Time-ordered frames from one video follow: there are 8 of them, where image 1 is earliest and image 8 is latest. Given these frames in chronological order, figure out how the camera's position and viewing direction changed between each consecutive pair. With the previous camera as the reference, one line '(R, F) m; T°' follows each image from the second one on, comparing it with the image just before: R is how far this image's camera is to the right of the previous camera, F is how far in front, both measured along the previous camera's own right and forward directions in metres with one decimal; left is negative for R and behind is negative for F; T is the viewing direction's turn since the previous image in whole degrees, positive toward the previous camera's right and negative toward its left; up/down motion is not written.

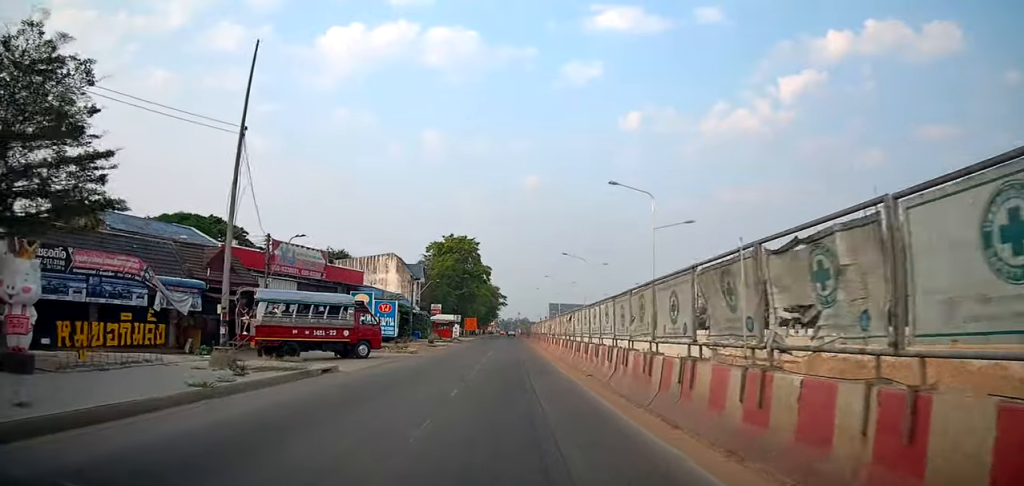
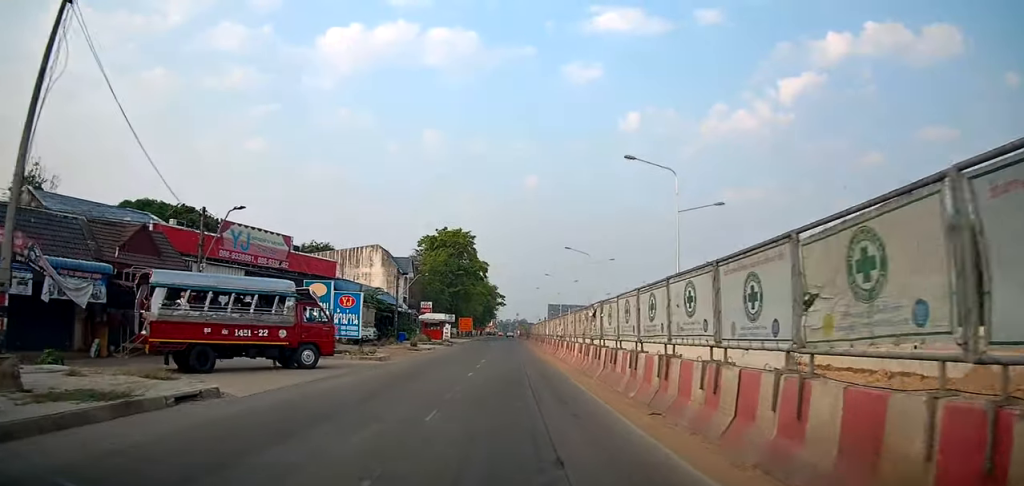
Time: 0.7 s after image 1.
(0.0, +6.8) m; +2°
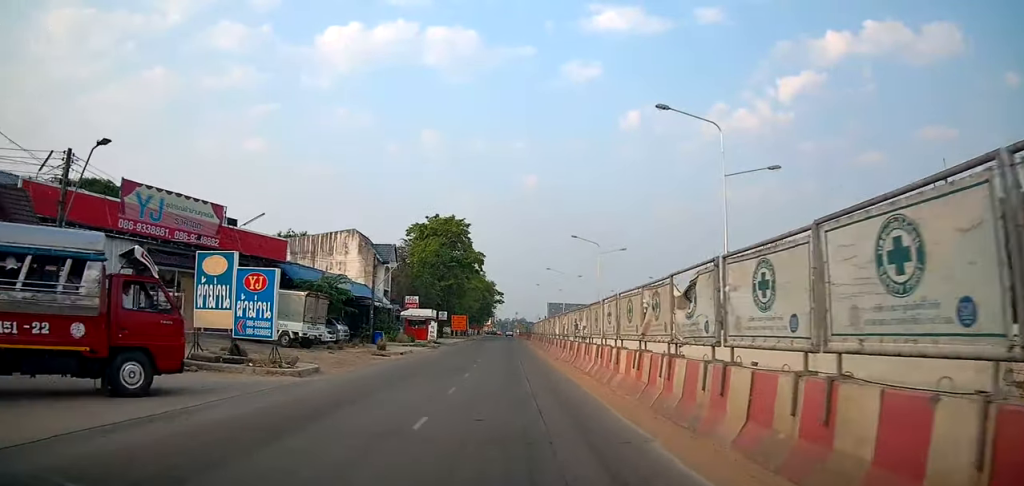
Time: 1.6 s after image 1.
(+0.3, +8.8) m; 0°
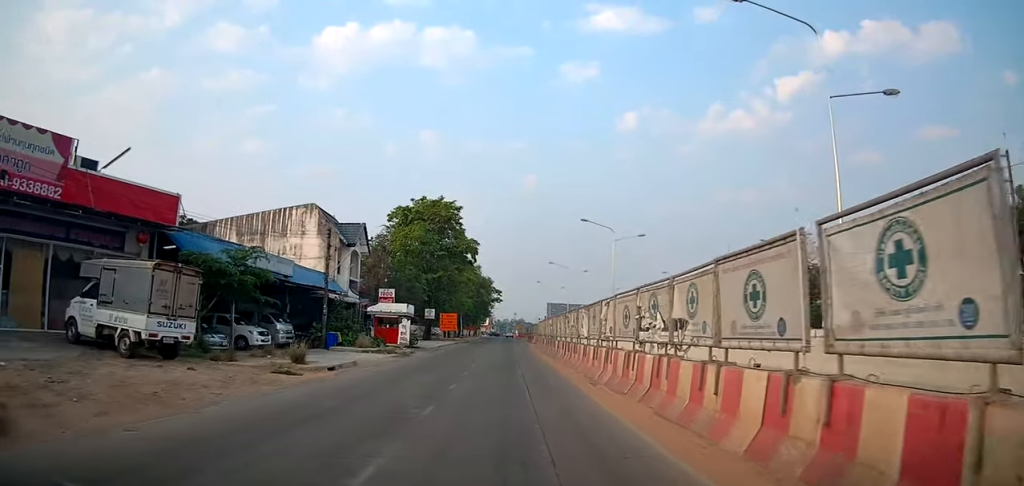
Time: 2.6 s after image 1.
(-0.3, +10.5) m; 0°
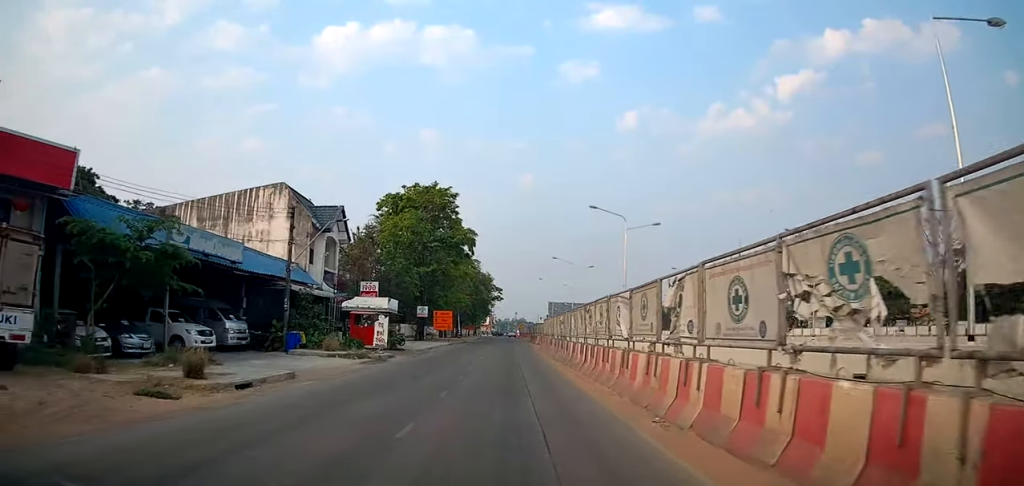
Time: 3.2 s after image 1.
(0.0, +5.8) m; +1°
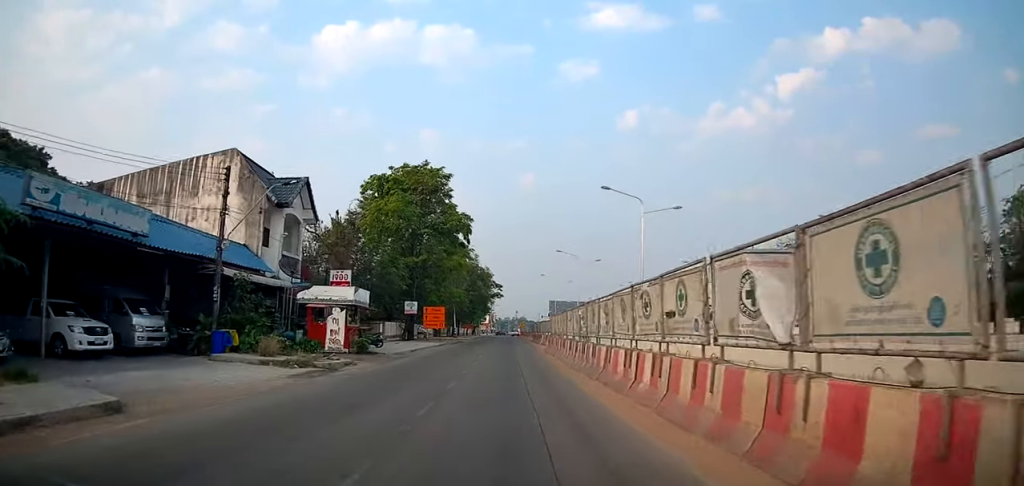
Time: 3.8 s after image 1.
(+0.2, +6.7) m; +2°
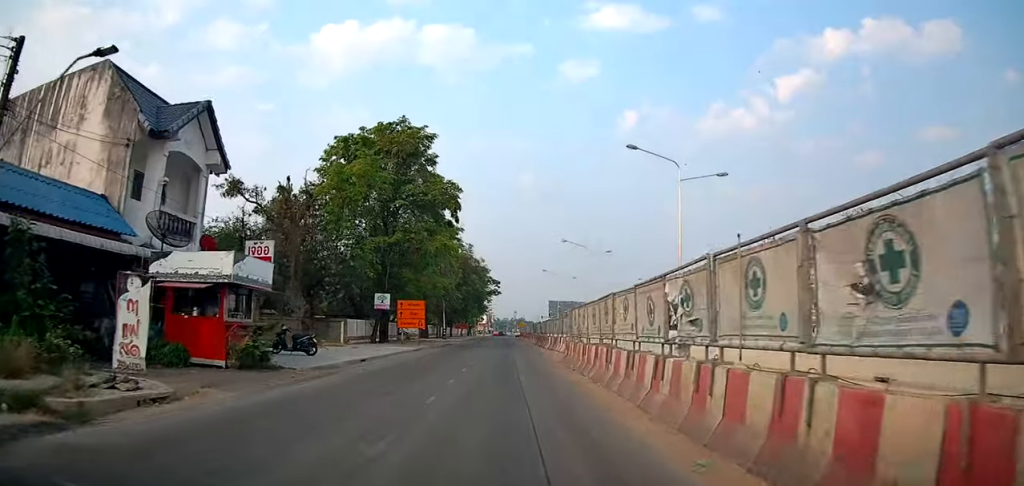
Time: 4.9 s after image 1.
(0.0, +10.6) m; 0°
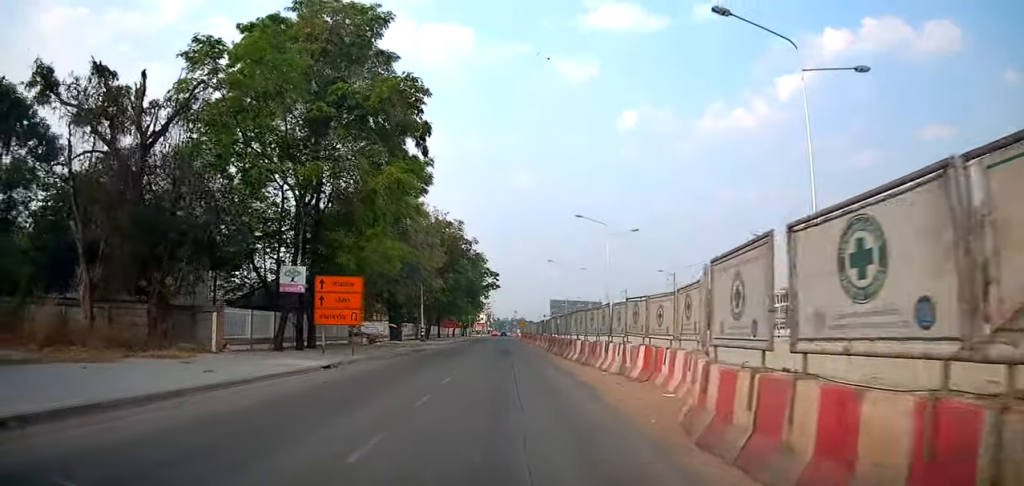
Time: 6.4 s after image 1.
(-0.1, +16.3) m; 0°
